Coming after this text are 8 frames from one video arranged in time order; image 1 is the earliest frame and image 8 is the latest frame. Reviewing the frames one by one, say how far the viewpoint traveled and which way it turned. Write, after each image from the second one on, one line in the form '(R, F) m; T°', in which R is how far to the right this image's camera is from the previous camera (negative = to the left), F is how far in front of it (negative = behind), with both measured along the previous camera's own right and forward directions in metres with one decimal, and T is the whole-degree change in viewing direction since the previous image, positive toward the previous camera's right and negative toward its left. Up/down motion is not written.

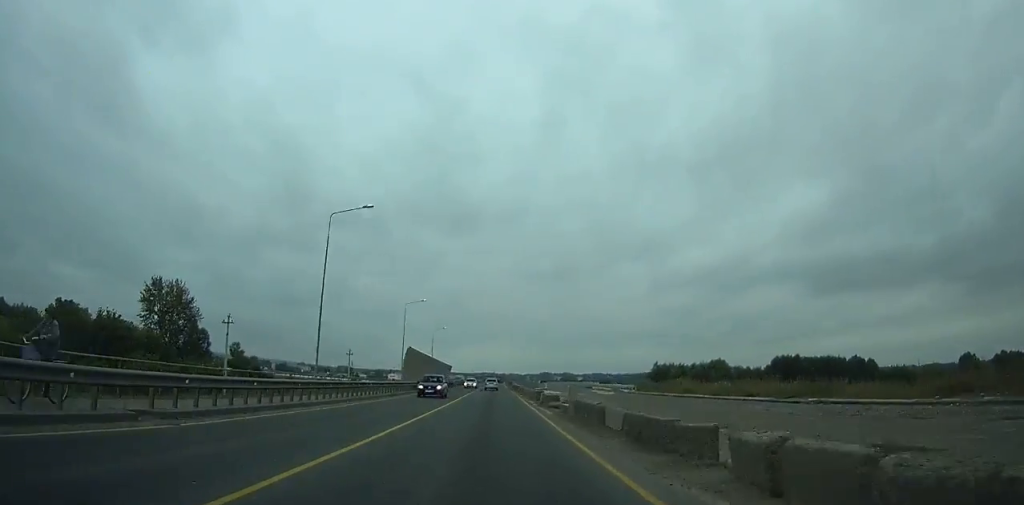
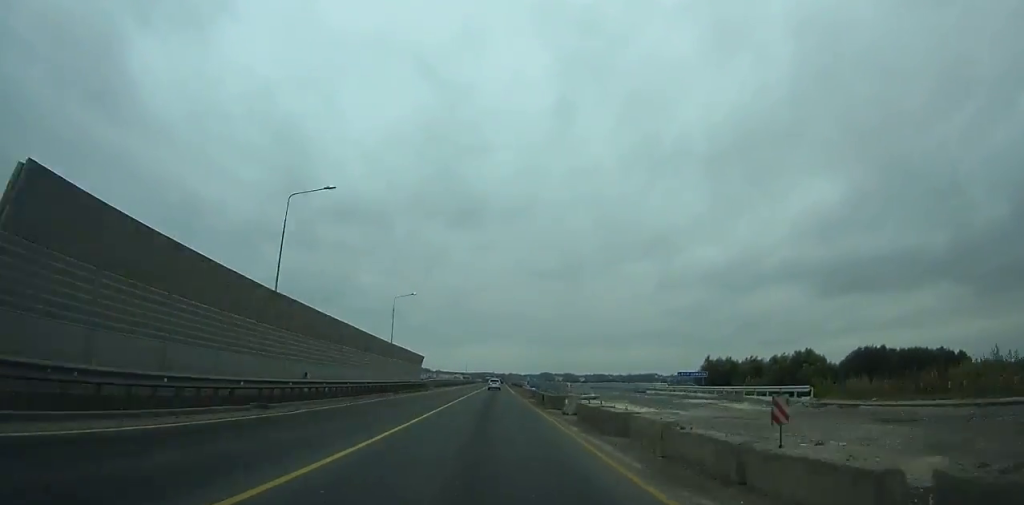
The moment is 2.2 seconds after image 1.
(0.0, +45.0) m; 0°
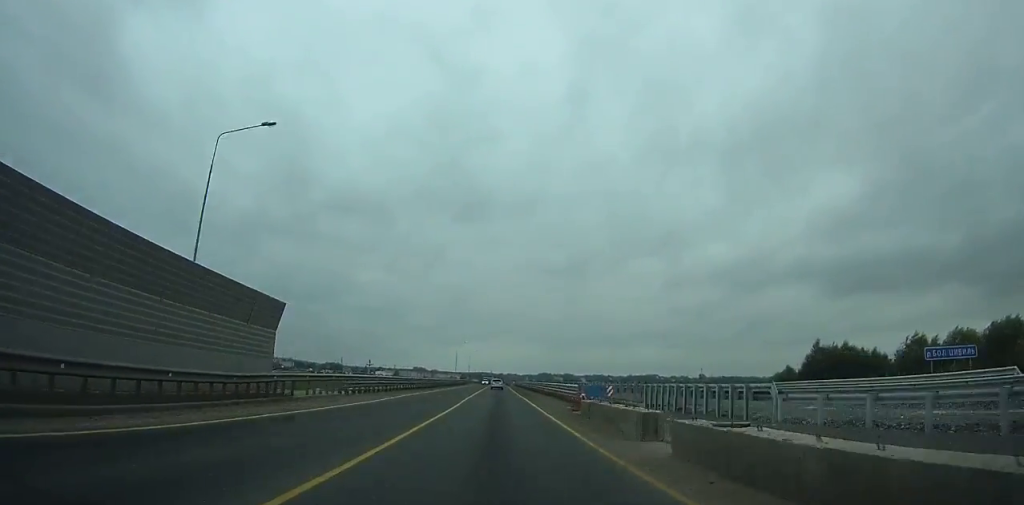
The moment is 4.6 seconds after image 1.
(0.0, +48.3) m; 0°
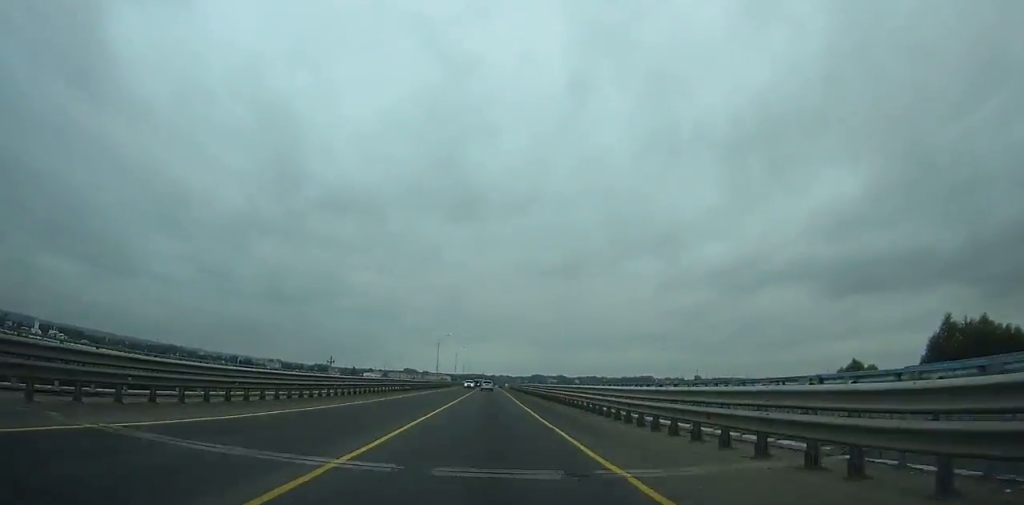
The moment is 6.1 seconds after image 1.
(0.0, +29.9) m; 0°
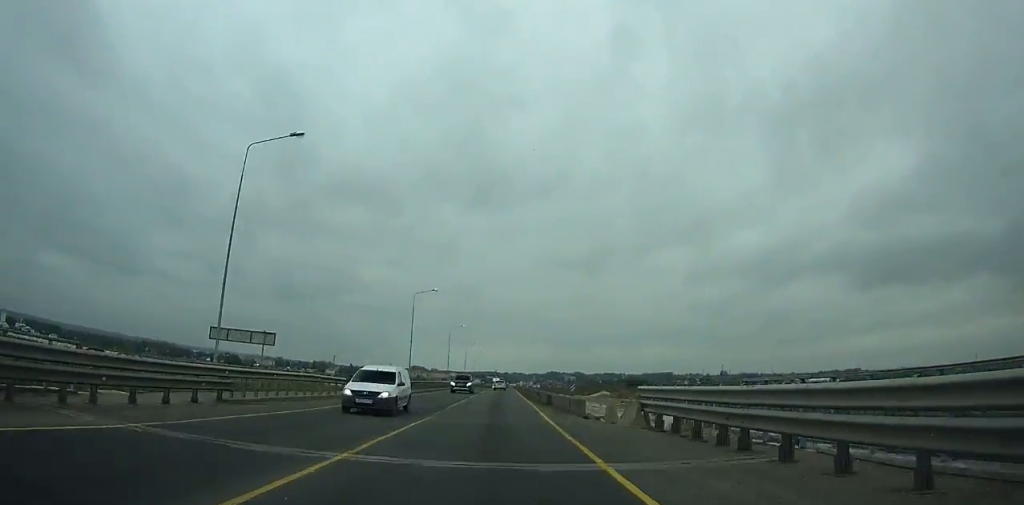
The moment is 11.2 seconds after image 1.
(+0.3, +102.1) m; 0°
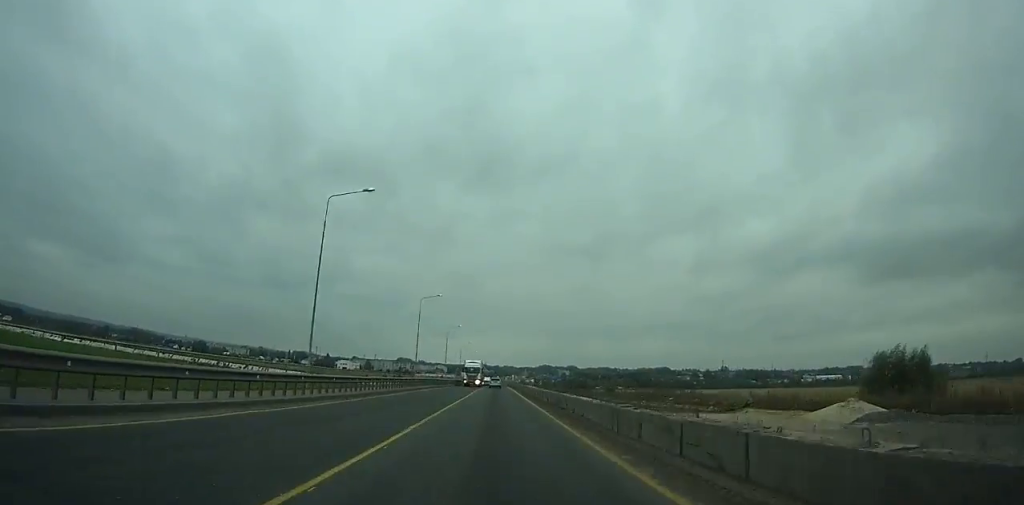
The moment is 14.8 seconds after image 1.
(0.0, +73.2) m; 0°
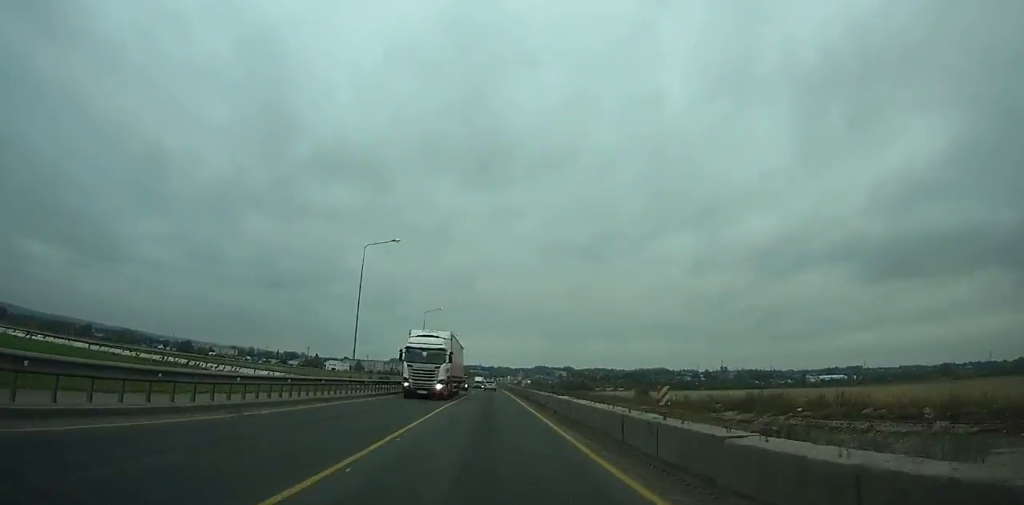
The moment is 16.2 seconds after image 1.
(0.0, +28.7) m; 0°
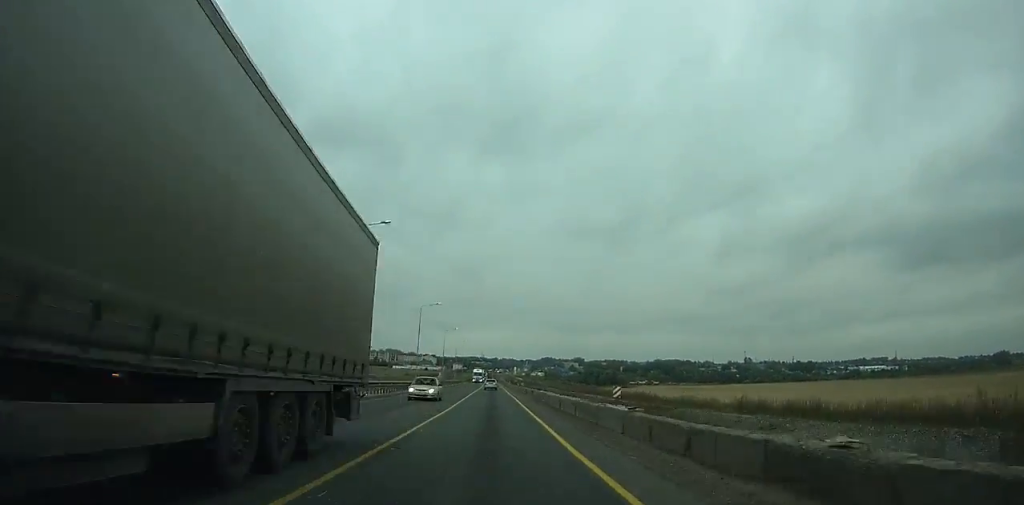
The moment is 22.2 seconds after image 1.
(+0.1, +123.7) m; 0°
